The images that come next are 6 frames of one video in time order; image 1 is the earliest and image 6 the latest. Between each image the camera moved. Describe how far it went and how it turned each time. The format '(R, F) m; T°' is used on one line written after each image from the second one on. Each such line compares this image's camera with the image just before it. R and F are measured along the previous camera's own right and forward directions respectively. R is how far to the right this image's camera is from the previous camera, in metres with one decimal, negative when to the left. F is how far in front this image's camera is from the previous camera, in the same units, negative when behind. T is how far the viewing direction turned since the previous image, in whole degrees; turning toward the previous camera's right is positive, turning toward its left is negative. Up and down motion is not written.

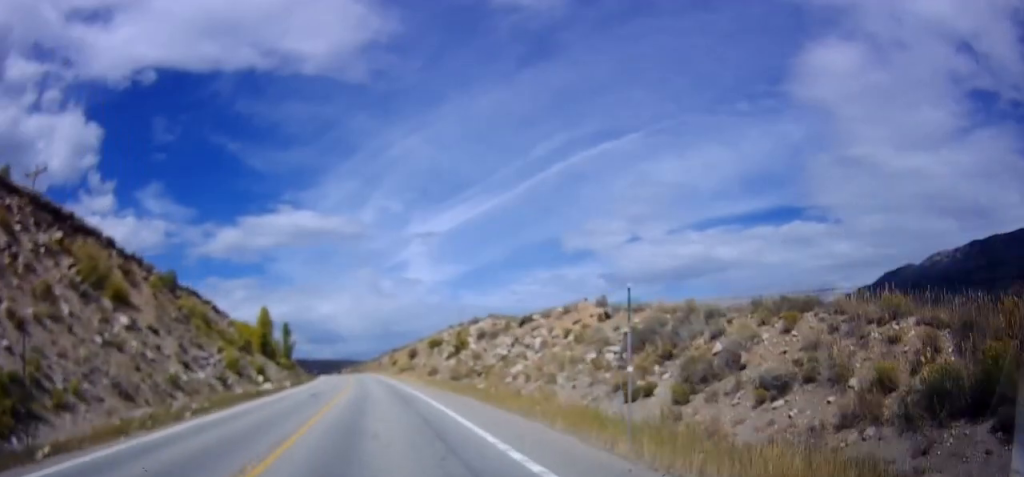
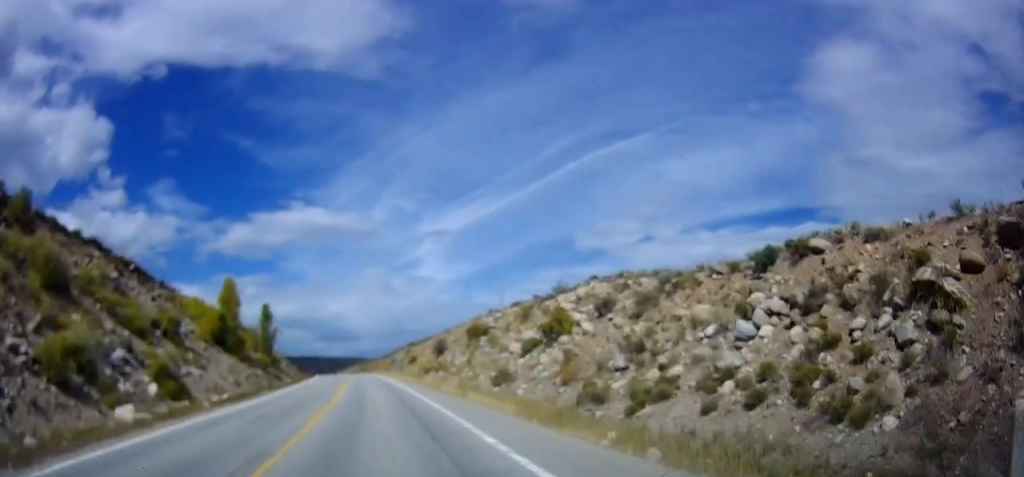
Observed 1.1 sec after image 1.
(-0.2, +25.9) m; 0°
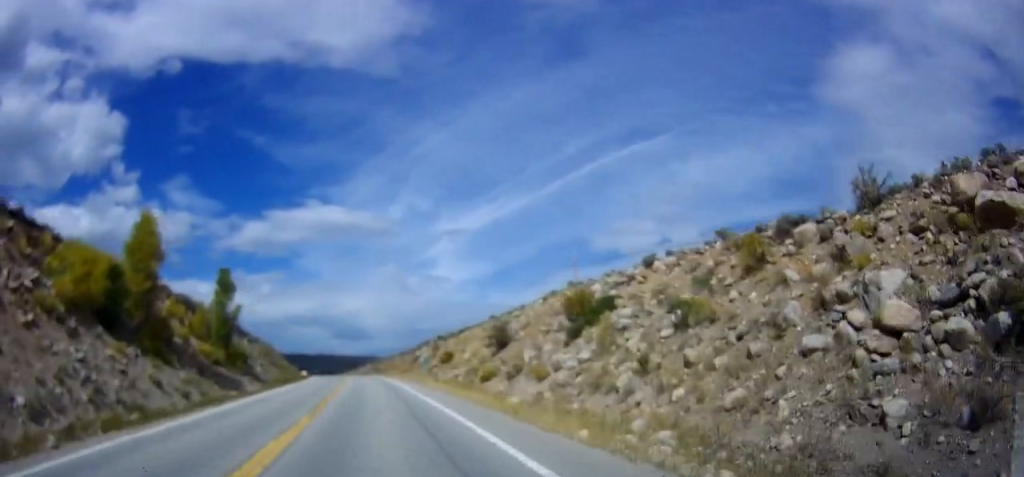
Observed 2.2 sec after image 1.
(+0.1, +24.8) m; 0°
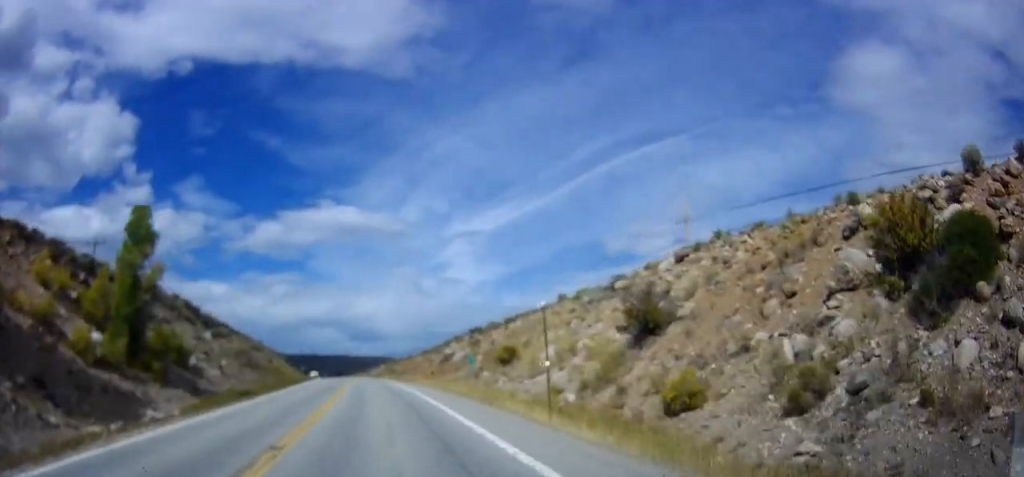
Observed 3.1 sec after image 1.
(0.0, +19.5) m; -2°
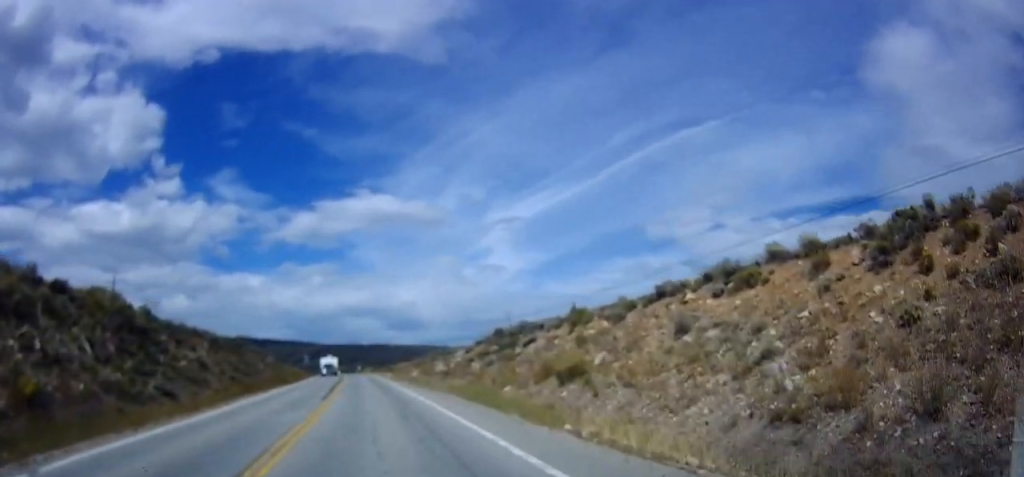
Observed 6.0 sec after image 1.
(-3.3, +70.6) m; -5°
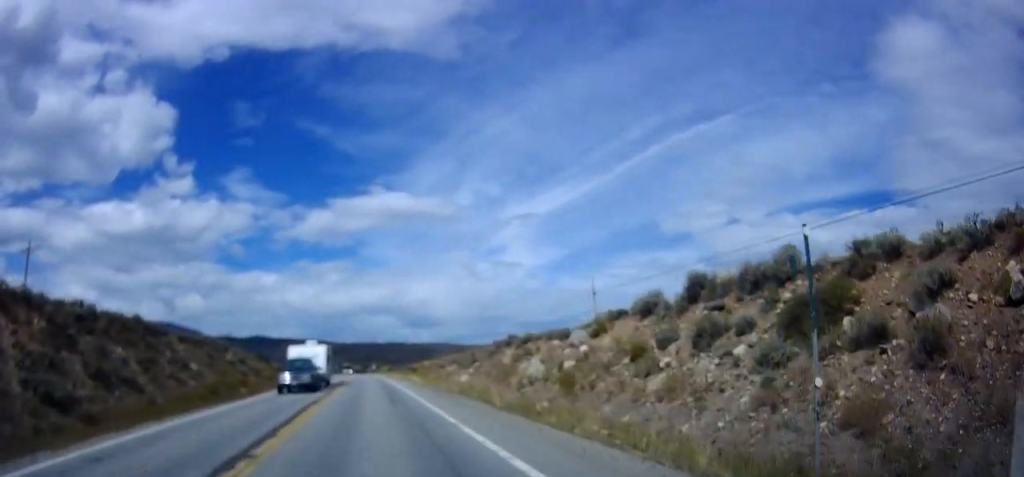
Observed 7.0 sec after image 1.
(-0.3, +25.5) m; -2°
